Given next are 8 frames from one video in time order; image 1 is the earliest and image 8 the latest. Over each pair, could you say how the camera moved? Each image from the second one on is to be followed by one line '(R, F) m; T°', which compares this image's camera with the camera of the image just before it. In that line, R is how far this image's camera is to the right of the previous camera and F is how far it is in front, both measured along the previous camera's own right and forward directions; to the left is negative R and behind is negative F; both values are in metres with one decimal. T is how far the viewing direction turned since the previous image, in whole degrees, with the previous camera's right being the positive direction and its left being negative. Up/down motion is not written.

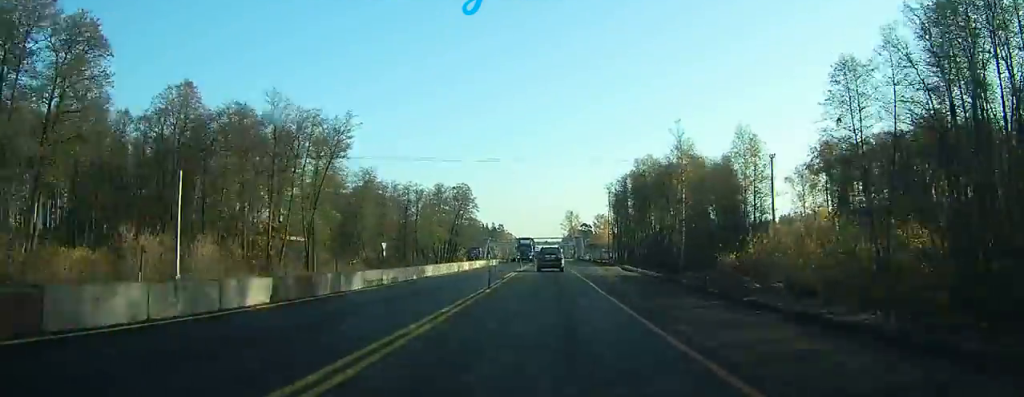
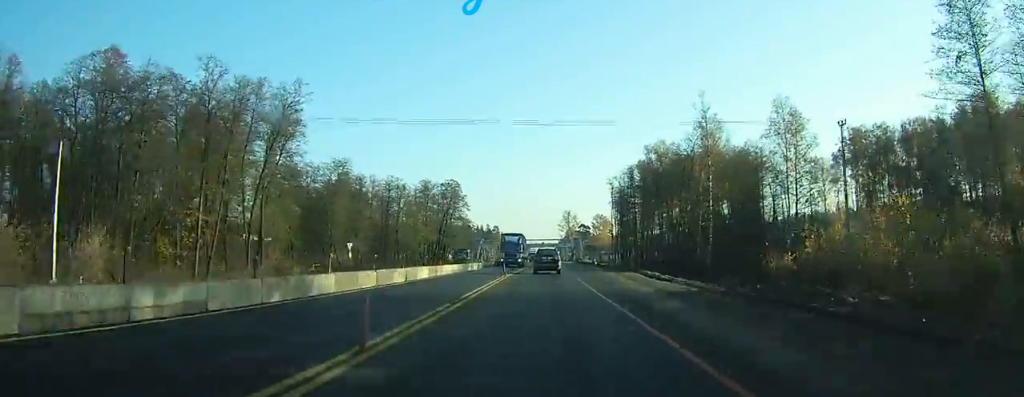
(-0.1, +14.6) m; 0°
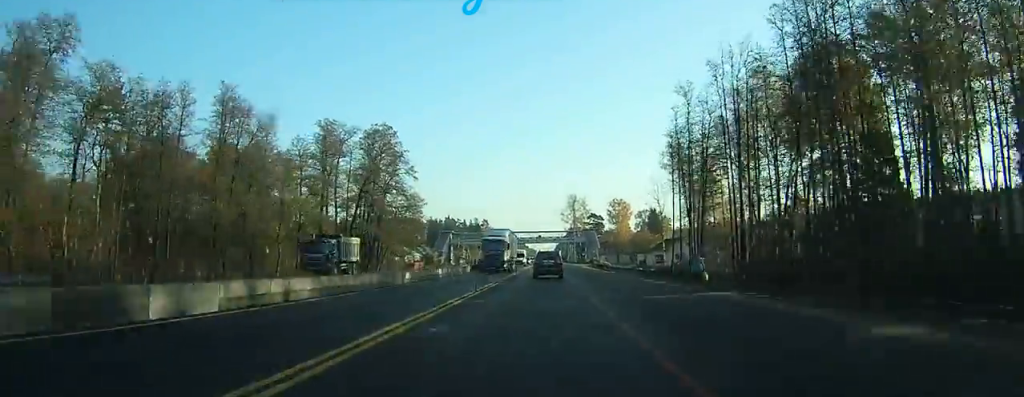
(-0.6, +72.6) m; -1°
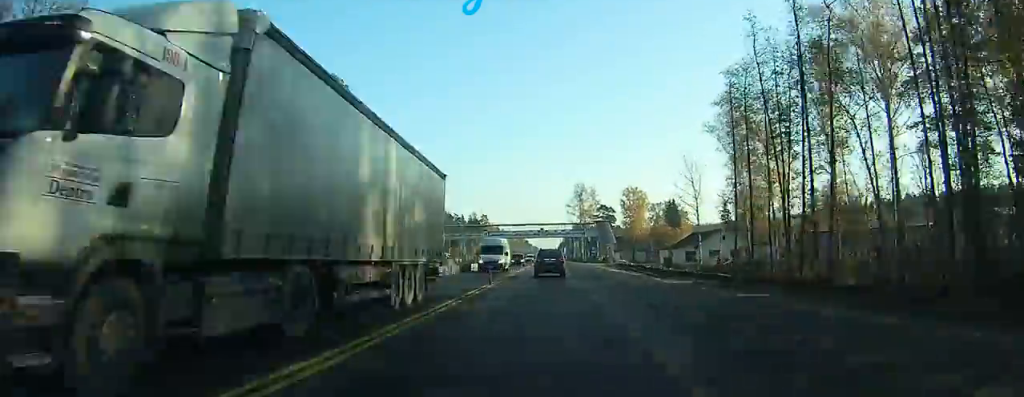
(+0.1, +26.5) m; 0°
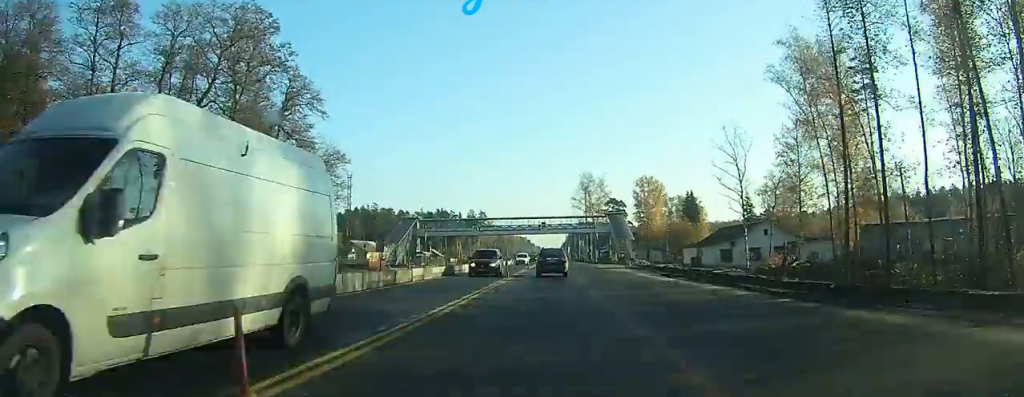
(-0.1, +21.6) m; 0°
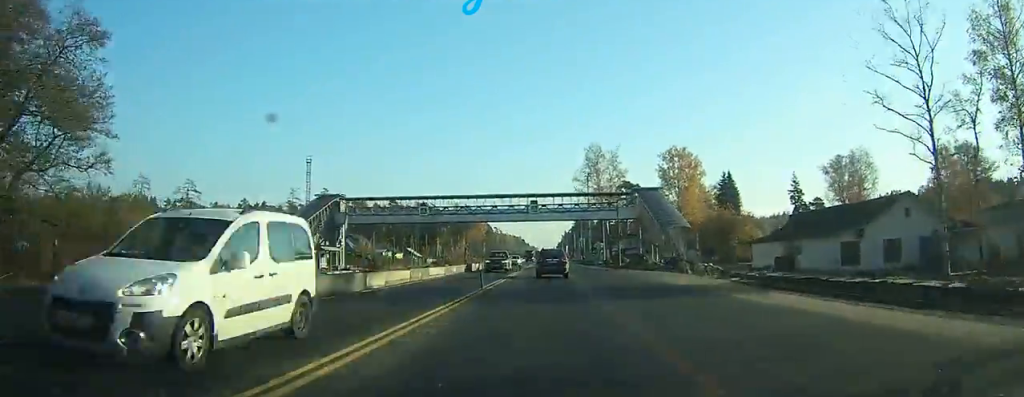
(-0.1, +40.5) m; 0°
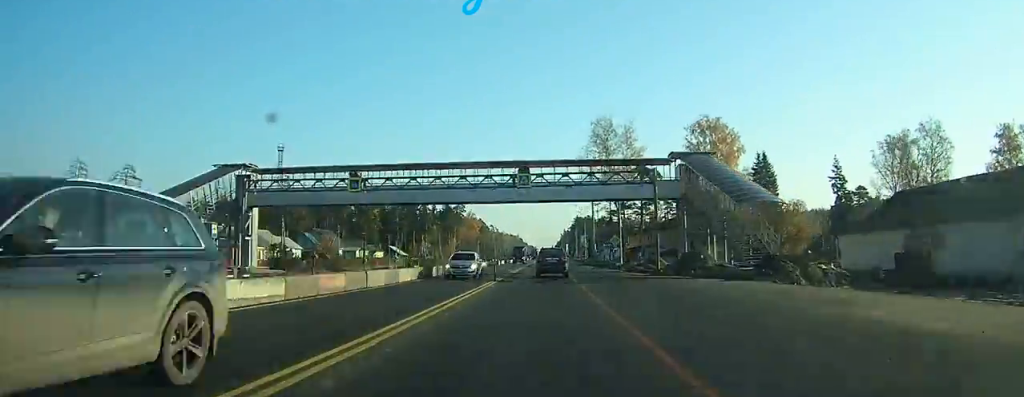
(0.0, +23.3) m; 0°
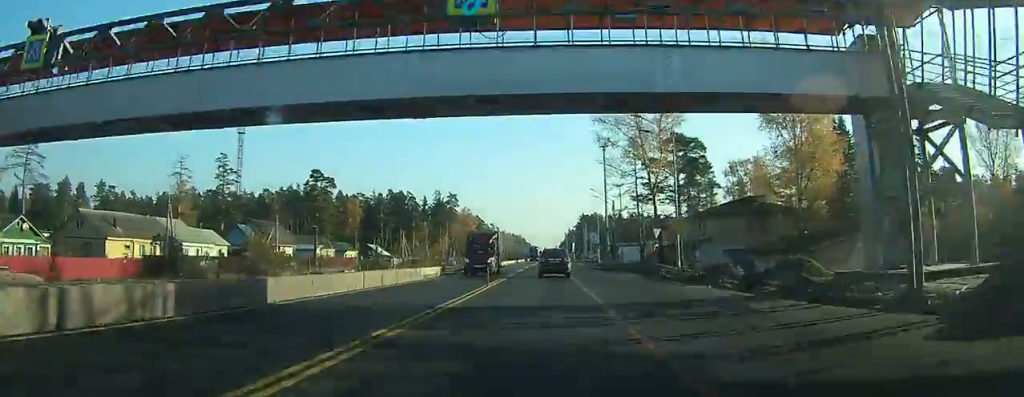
(+0.1, +29.7) m; +1°
